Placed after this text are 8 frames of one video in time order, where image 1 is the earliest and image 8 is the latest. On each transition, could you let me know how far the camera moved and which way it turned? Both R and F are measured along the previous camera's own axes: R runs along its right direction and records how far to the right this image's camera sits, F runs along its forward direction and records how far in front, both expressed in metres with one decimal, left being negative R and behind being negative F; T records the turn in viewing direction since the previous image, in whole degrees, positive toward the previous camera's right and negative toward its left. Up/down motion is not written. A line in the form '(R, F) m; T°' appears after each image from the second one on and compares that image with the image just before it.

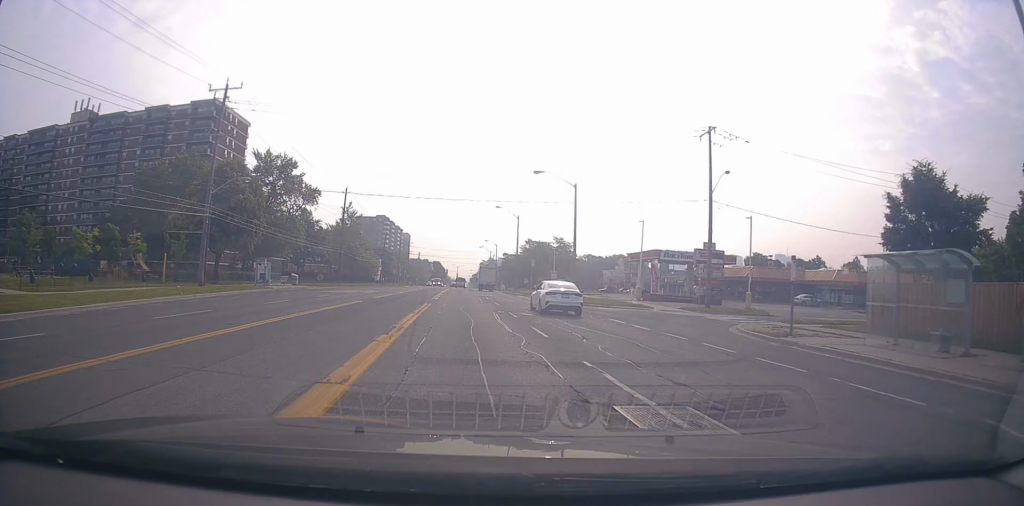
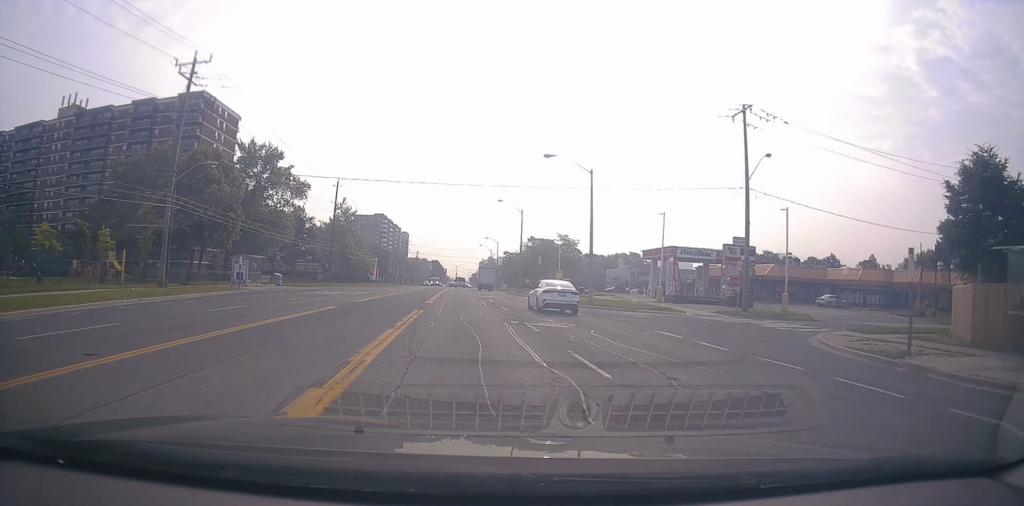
(+0.4, +5.7) m; +2°
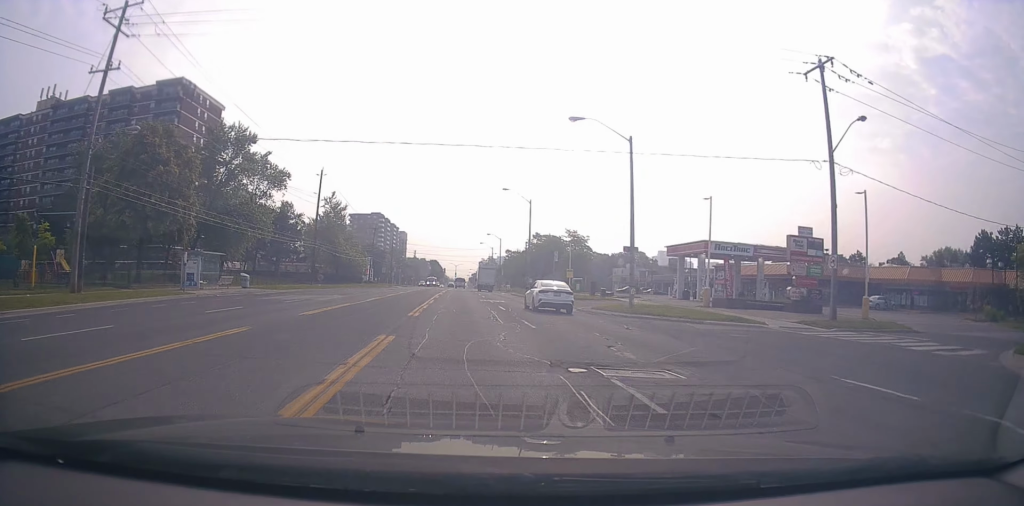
(+0.4, +9.2) m; +2°
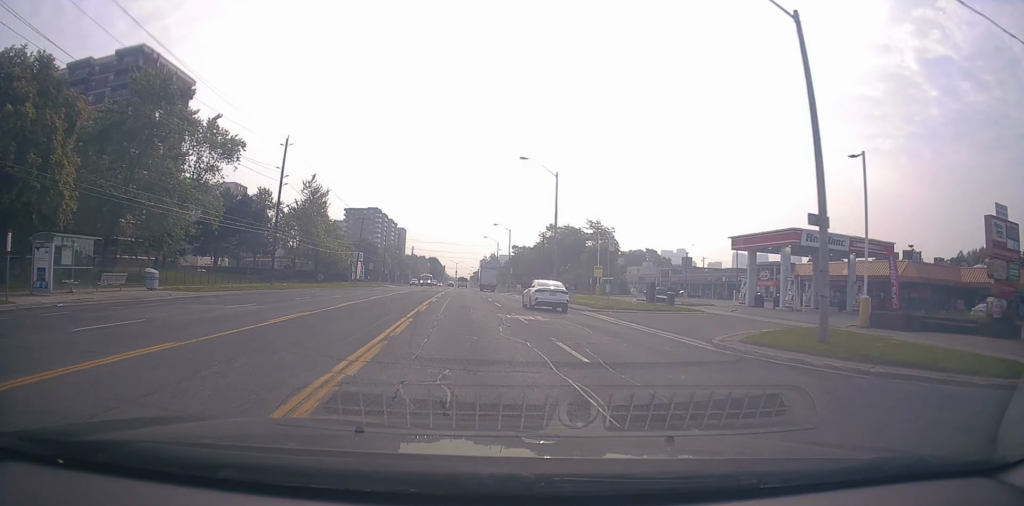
(-0.1, +15.9) m; -2°
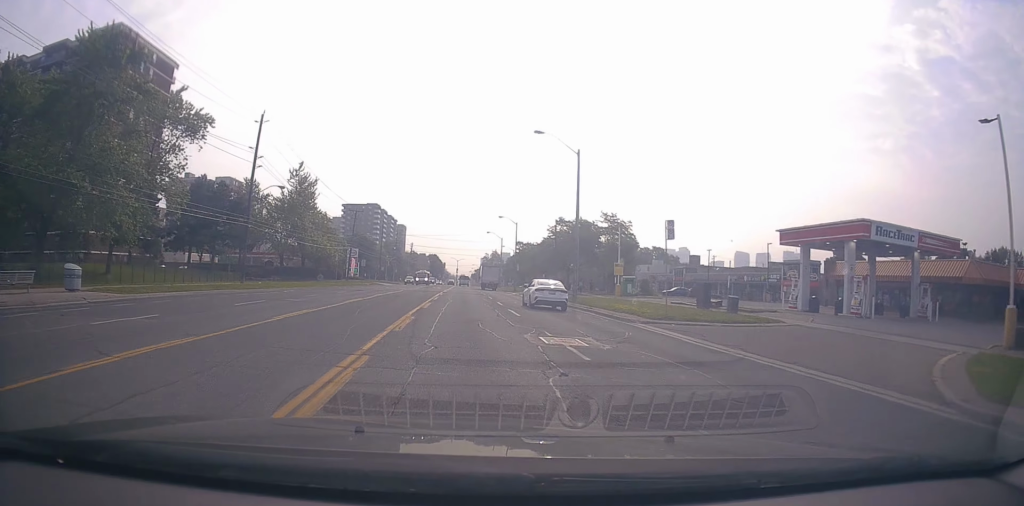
(-0.1, +8.1) m; -2°
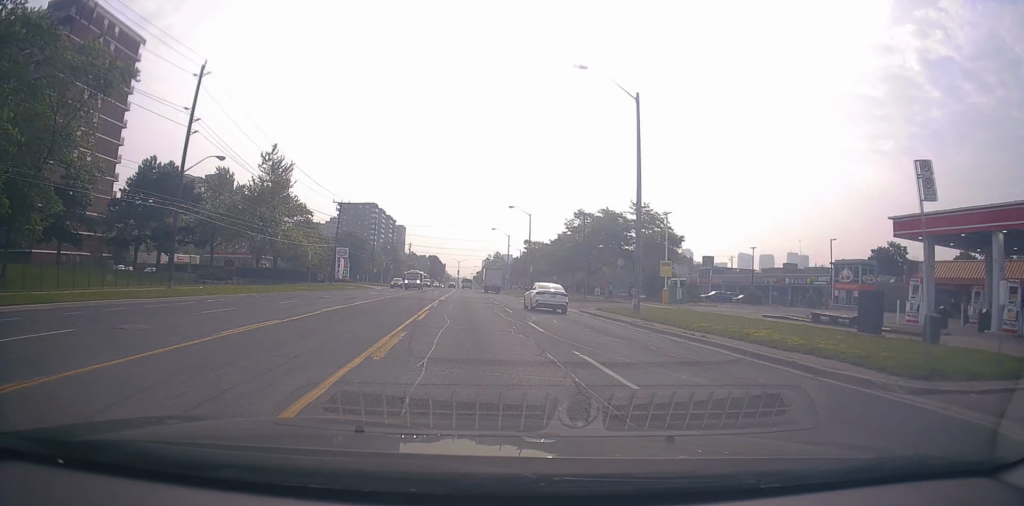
(-0.3, +13.0) m; 0°
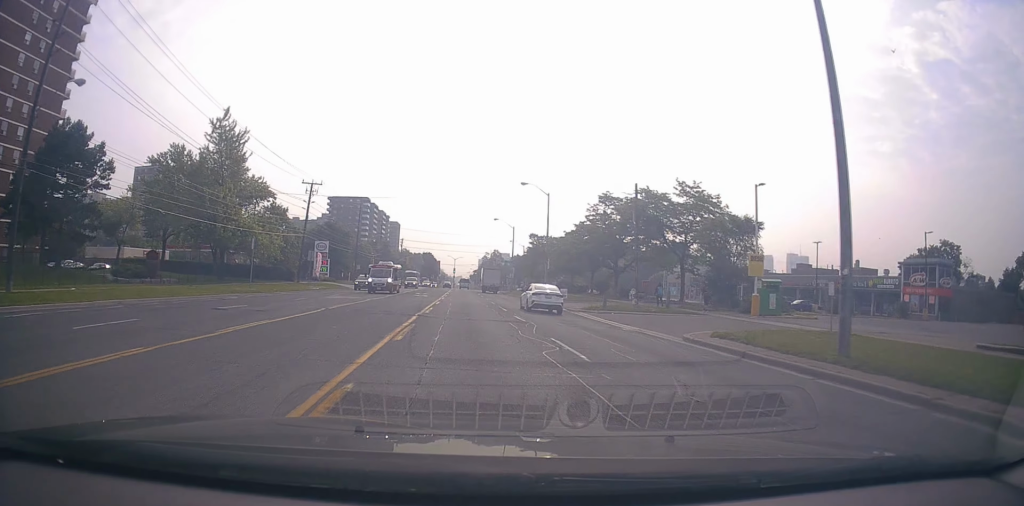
(+0.2, +15.0) m; +3°
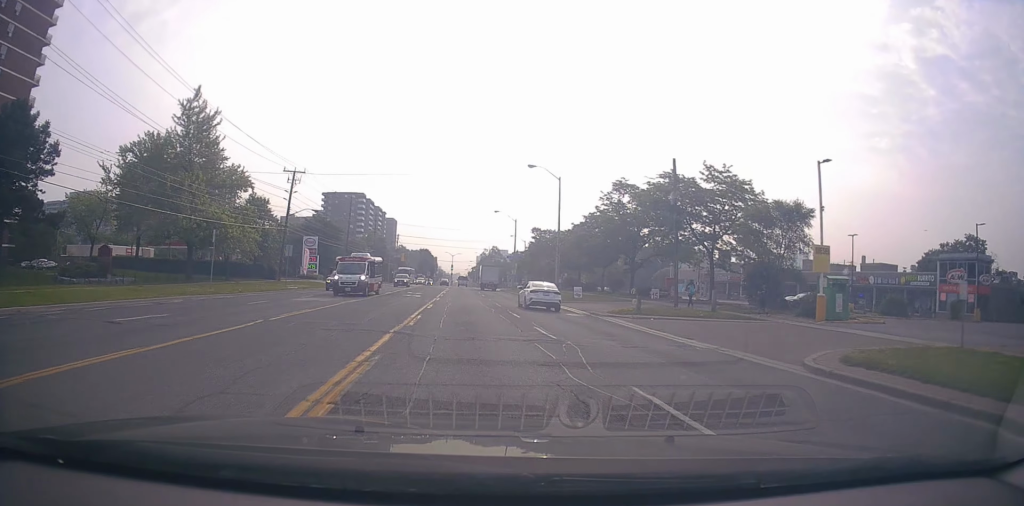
(+0.2, +6.4) m; 0°
